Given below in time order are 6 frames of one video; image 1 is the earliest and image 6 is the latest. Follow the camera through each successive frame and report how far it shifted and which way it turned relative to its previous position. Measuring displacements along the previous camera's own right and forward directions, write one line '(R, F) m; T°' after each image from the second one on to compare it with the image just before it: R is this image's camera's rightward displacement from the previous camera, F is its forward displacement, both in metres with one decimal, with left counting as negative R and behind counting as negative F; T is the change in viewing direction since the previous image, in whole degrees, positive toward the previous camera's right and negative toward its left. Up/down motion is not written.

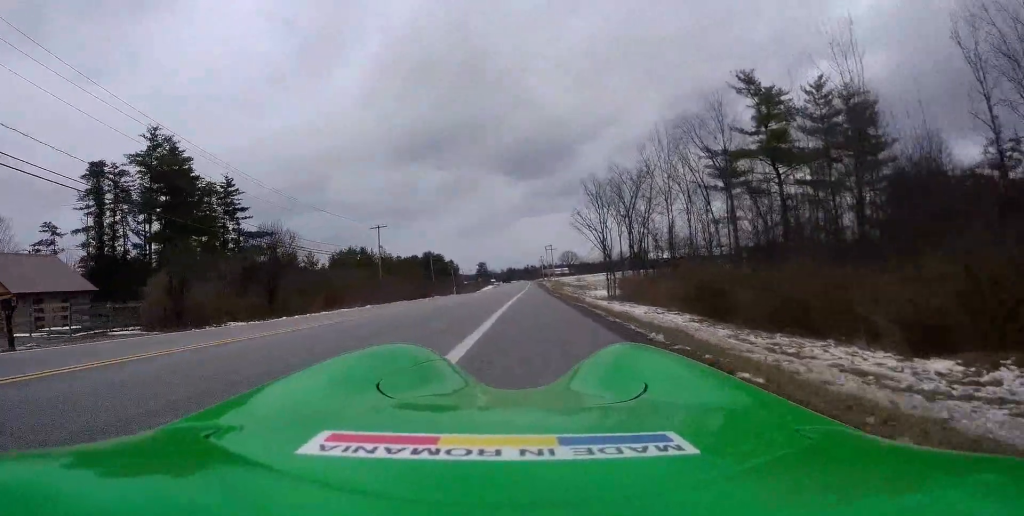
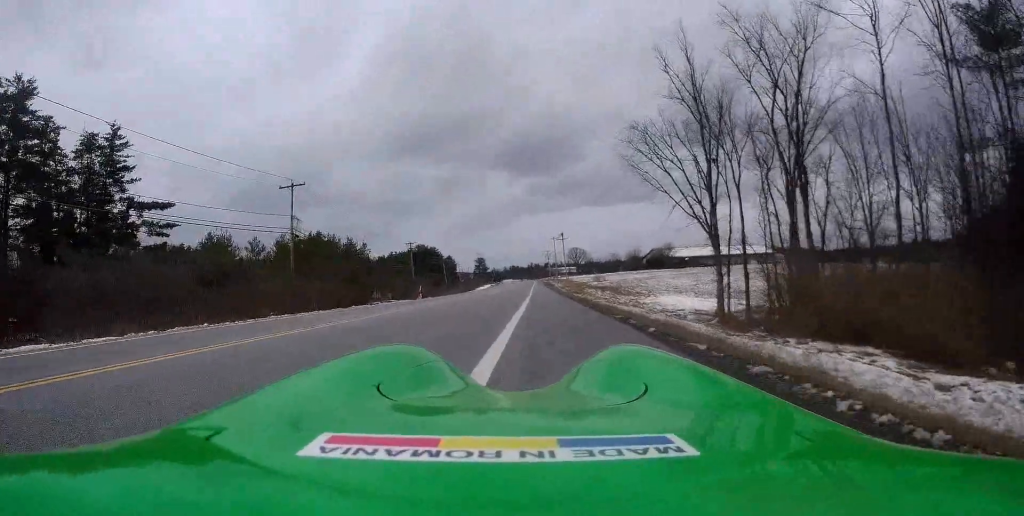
(-0.5, +31.0) m; 0°
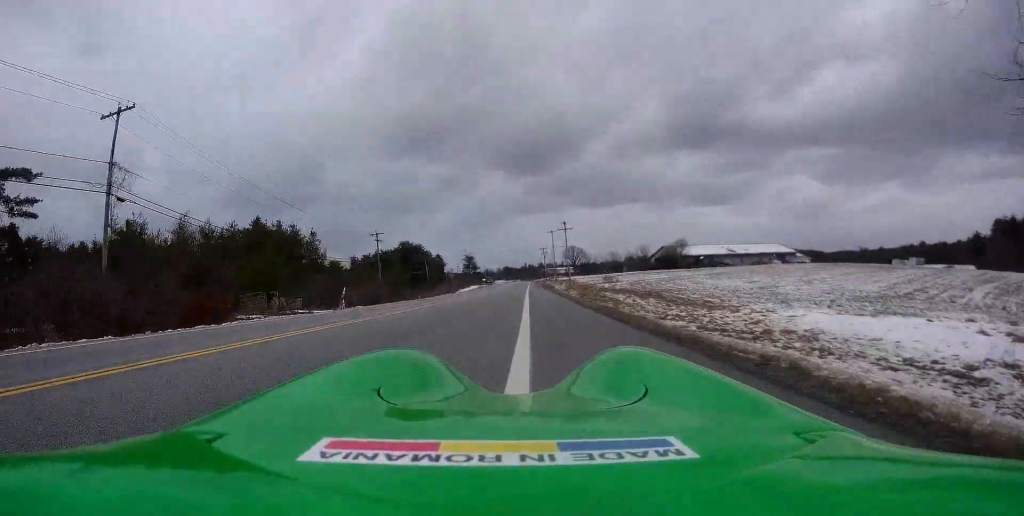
(0.0, +22.7) m; 0°
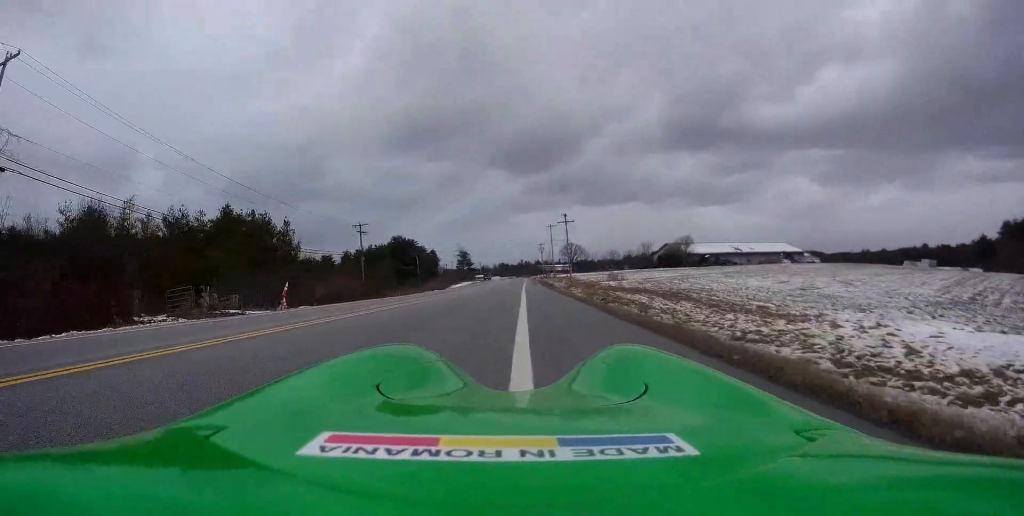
(-0.1, +8.5) m; 0°
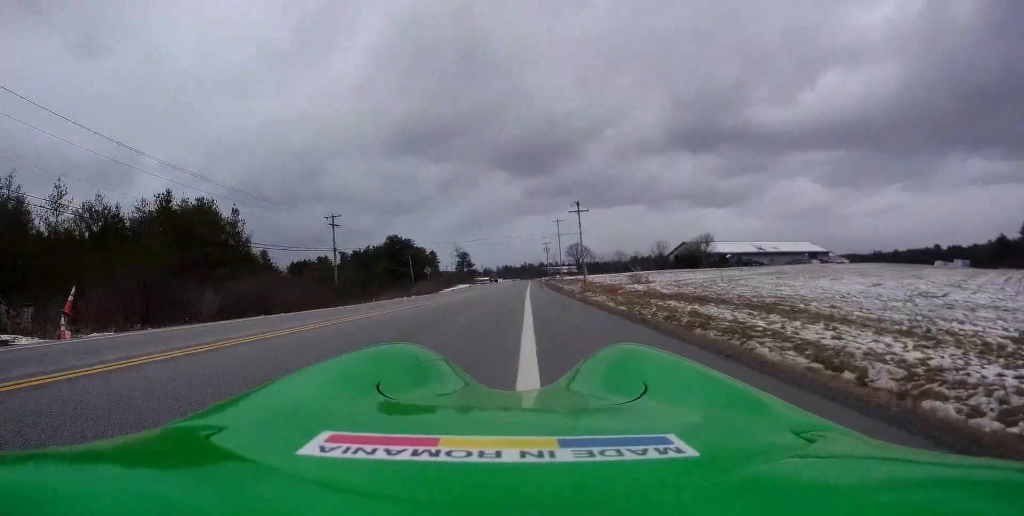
(+0.2, +14.5) m; +1°
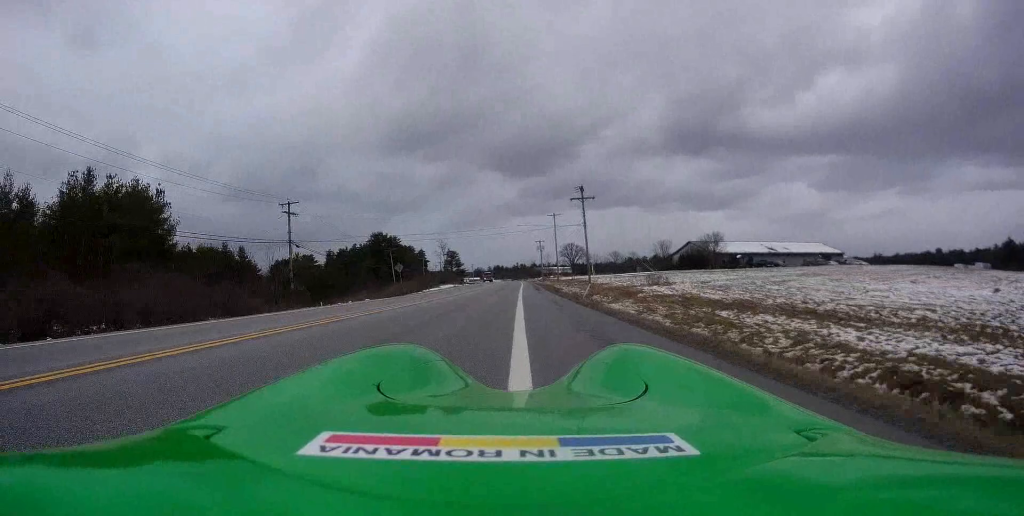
(+0.2, +12.4) m; -1°
